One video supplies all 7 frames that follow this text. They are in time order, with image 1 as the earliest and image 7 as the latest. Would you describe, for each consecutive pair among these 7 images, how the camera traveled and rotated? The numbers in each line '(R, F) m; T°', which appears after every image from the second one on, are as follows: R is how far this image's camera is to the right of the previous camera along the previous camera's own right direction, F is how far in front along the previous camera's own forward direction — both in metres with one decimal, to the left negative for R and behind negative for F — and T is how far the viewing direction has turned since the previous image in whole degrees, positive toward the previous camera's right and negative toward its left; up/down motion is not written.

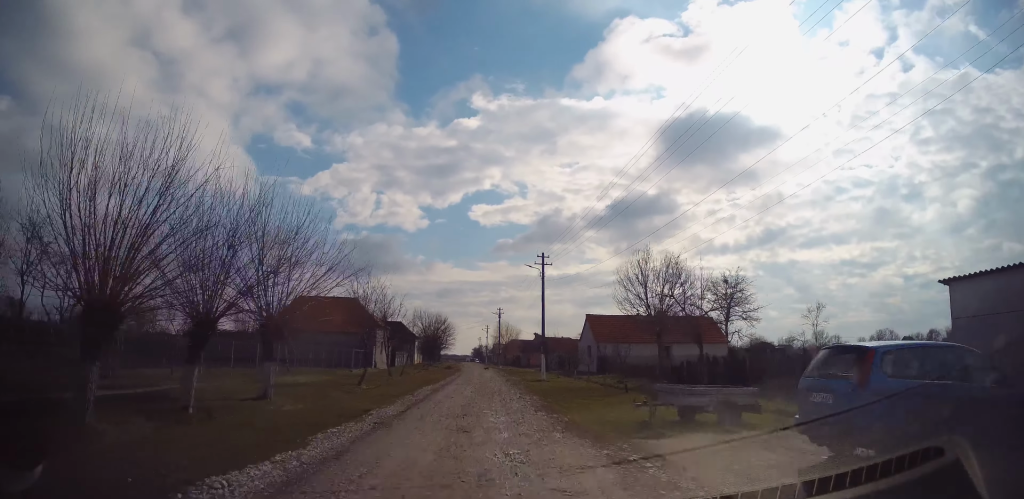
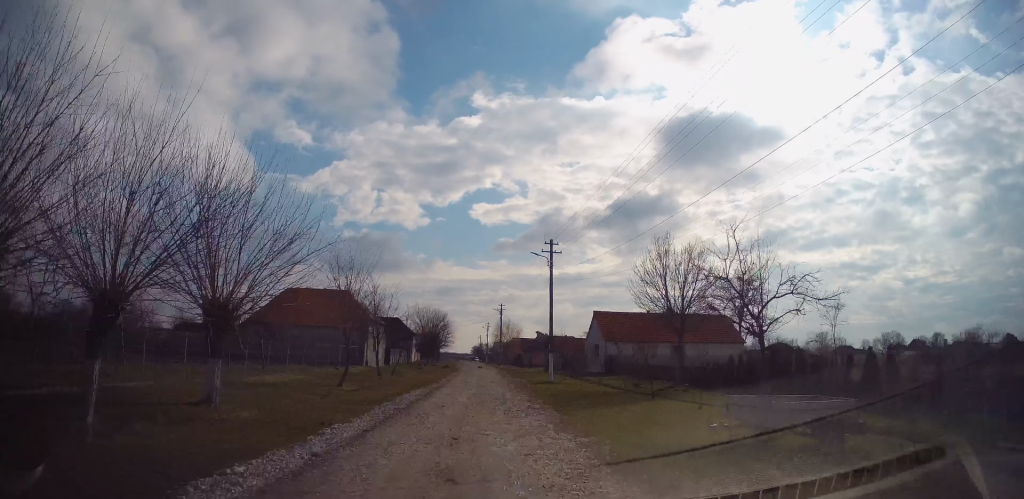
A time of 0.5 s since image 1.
(+0.1, +3.5) m; +2°
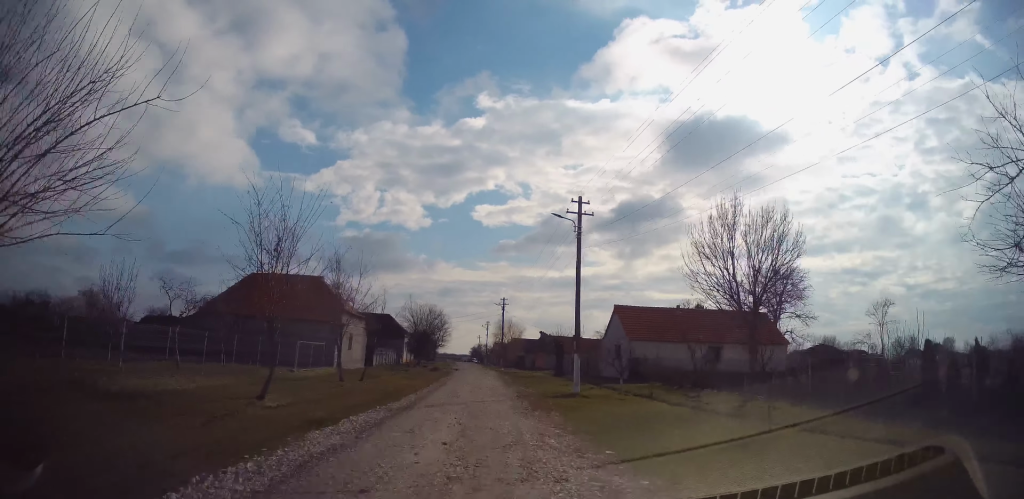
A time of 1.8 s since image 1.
(+0.1, +8.9) m; -2°
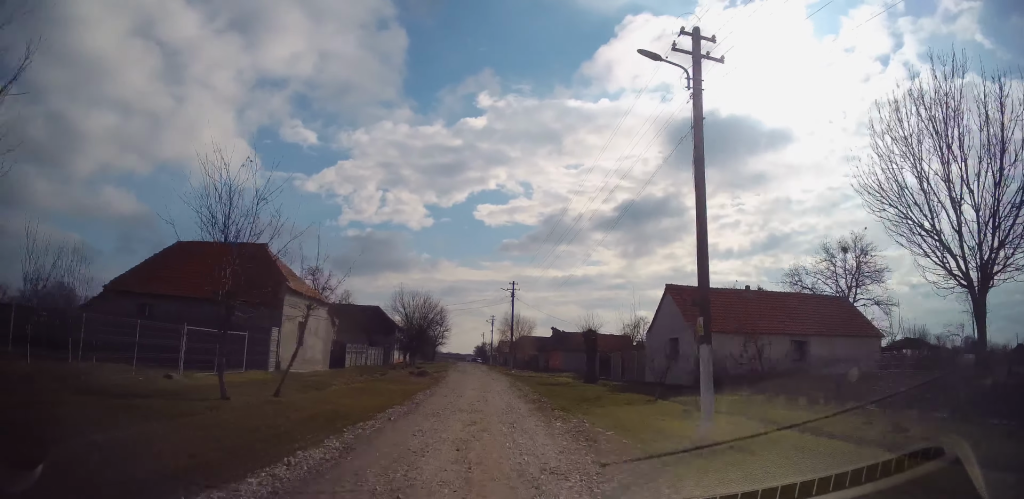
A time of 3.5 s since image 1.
(-0.1, +11.9) m; +2°
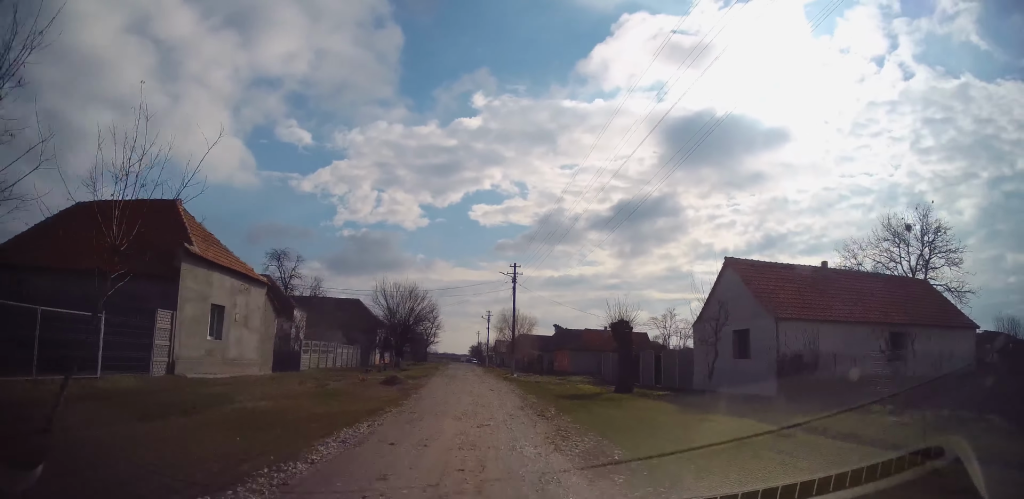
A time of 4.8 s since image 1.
(+0.1, +9.2) m; -2°
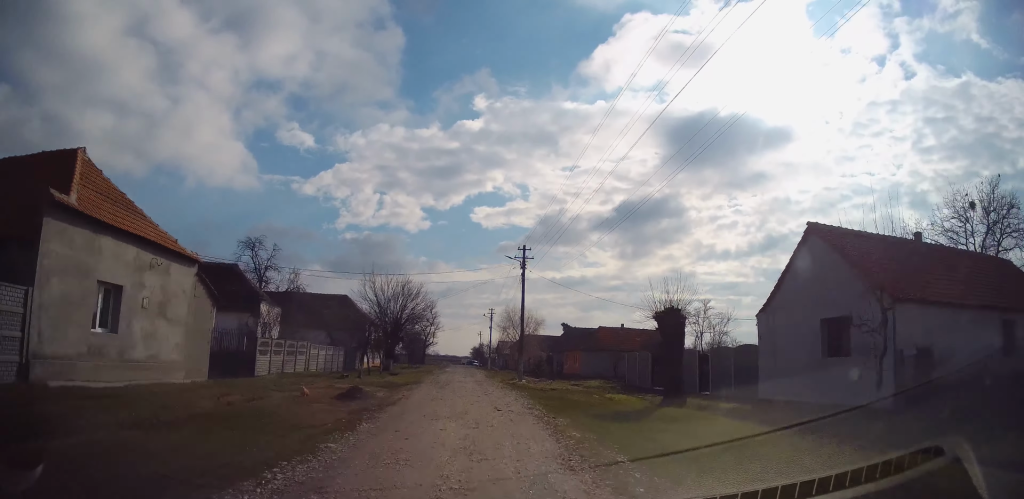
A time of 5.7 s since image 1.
(-0.4, +6.8) m; 0°
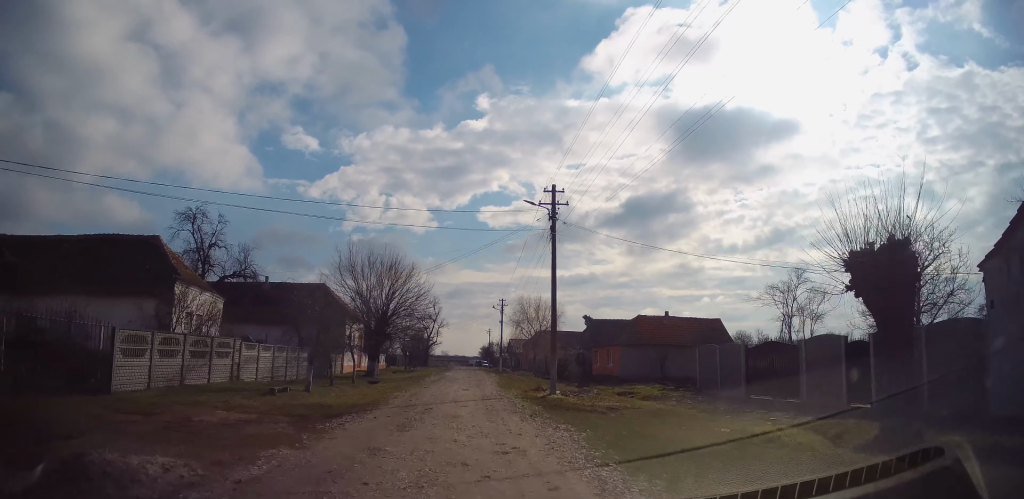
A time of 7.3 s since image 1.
(+0.2, +11.2) m; 0°
